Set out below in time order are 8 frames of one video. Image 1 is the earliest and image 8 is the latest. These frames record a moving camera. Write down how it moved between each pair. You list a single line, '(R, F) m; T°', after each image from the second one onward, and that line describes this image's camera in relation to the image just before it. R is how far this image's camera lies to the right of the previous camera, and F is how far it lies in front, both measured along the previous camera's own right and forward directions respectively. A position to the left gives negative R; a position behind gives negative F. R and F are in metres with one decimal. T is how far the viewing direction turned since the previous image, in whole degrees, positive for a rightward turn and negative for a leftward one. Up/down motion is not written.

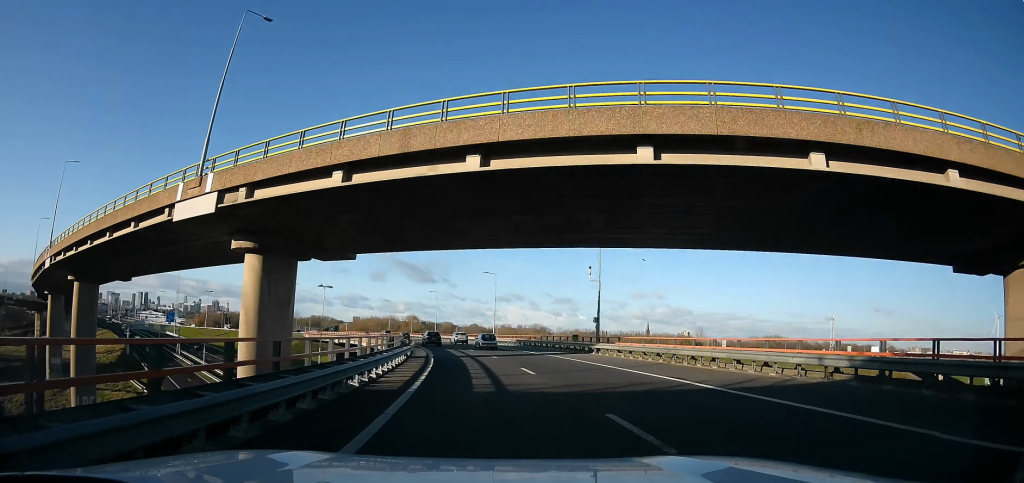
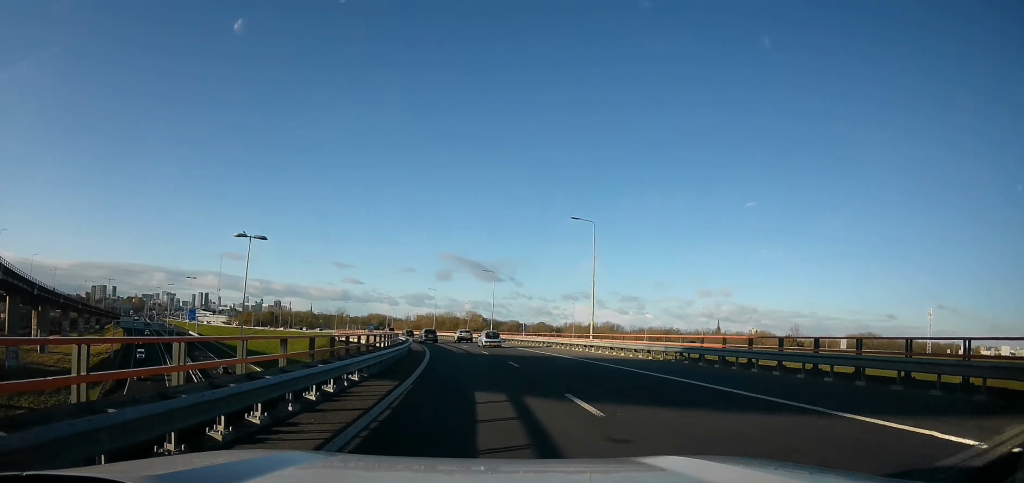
(-1.7, +33.2) m; -8°
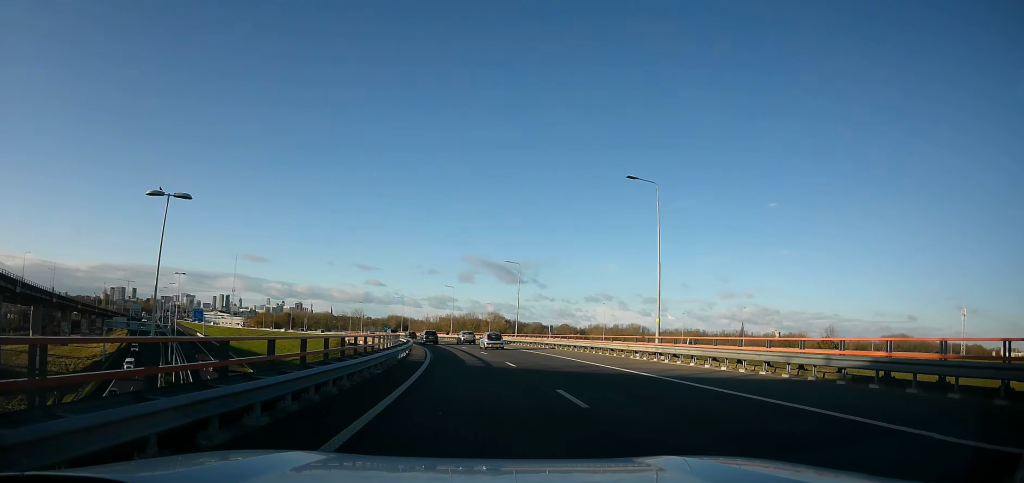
(0.0, +10.9) m; -4°
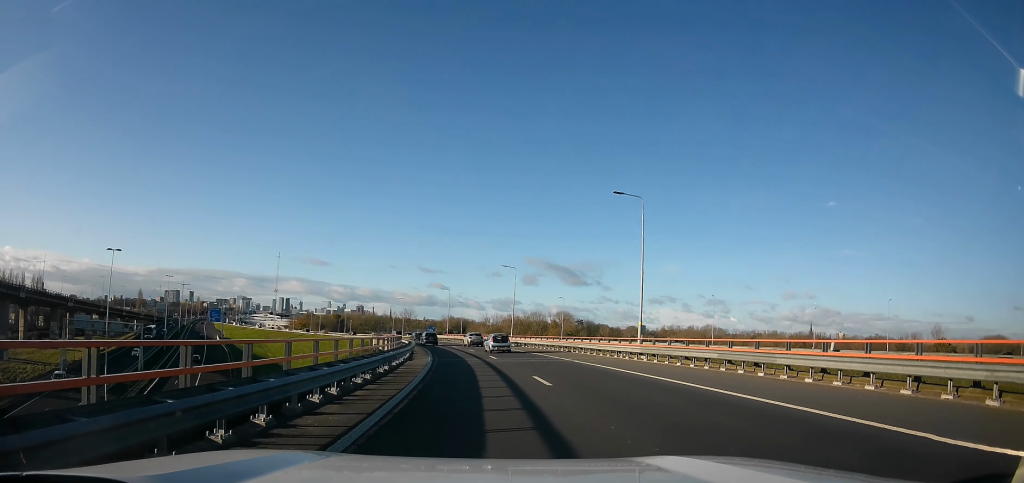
(-3.8, +31.5) m; -11°
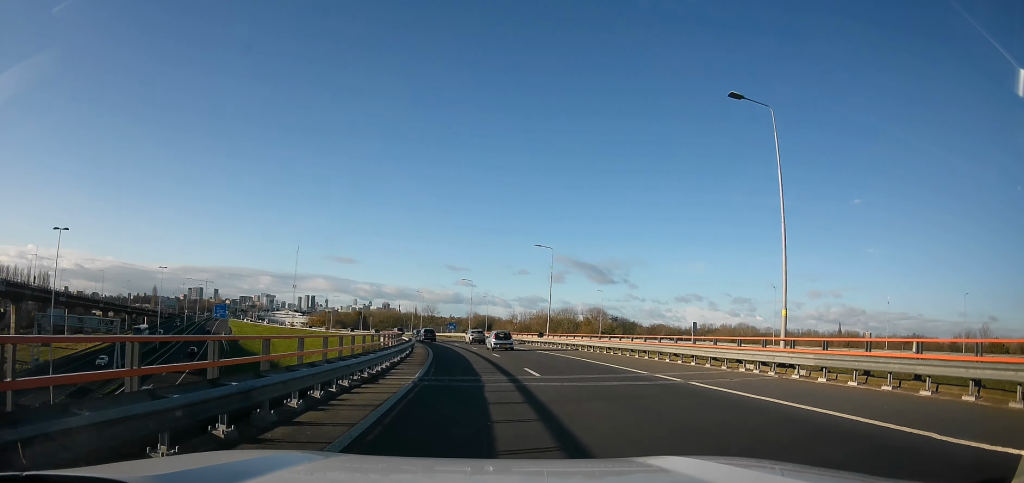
(-1.3, +13.7) m; -1°
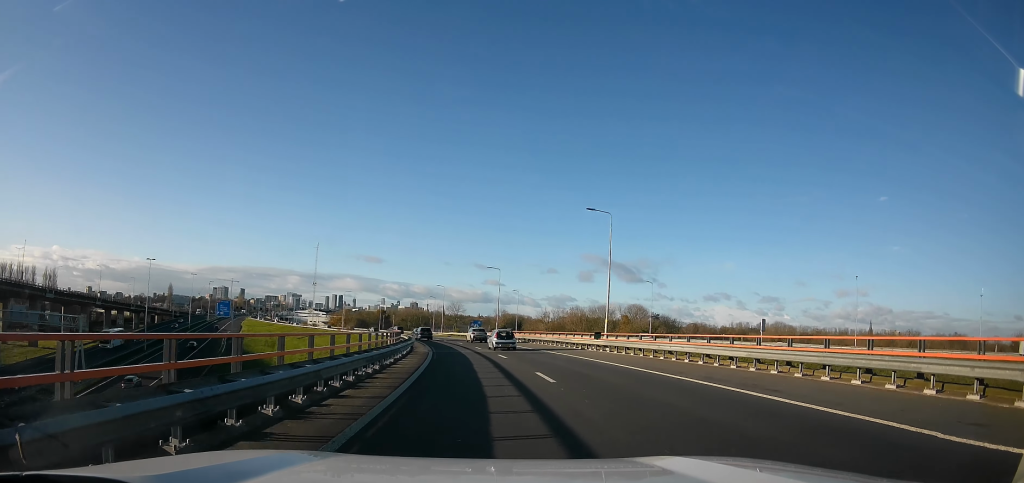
(+0.9, +15.1) m; -4°
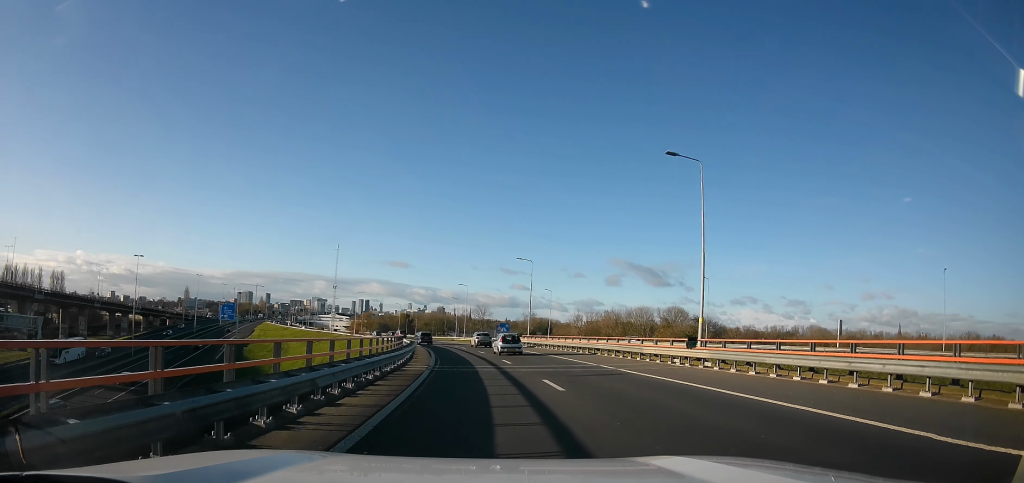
(+0.2, +12.7) m; -4°
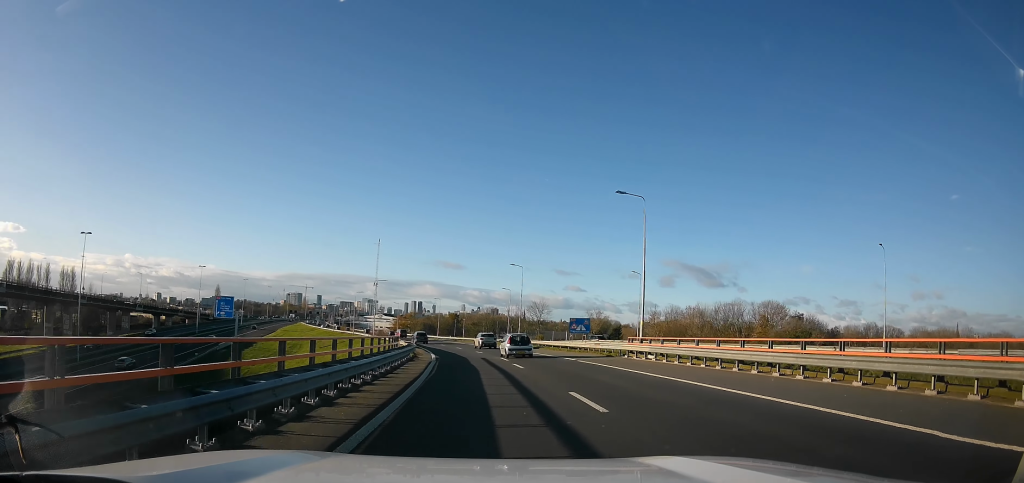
(-4.2, +27.6) m; -7°
